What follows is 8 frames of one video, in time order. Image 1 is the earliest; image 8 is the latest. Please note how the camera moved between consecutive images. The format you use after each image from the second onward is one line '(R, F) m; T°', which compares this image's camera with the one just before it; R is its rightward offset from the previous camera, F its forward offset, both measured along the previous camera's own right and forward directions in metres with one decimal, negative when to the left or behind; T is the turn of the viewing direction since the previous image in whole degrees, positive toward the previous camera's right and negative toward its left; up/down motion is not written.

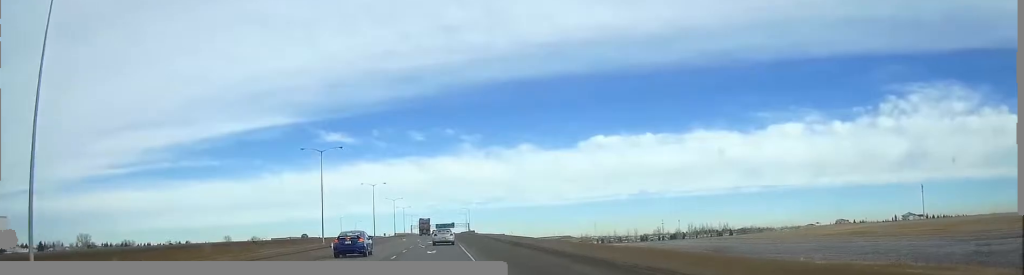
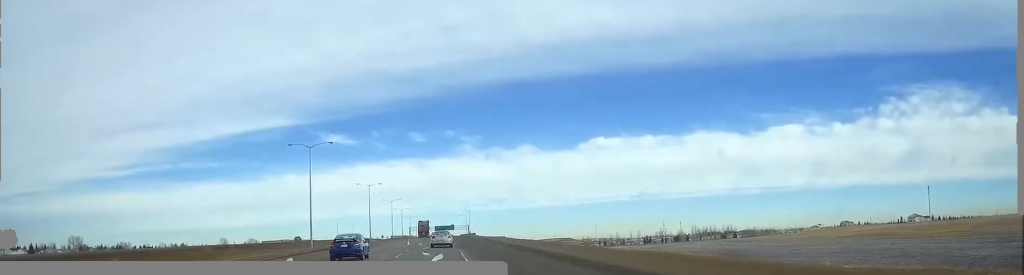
(0.0, +11.8) m; 0°
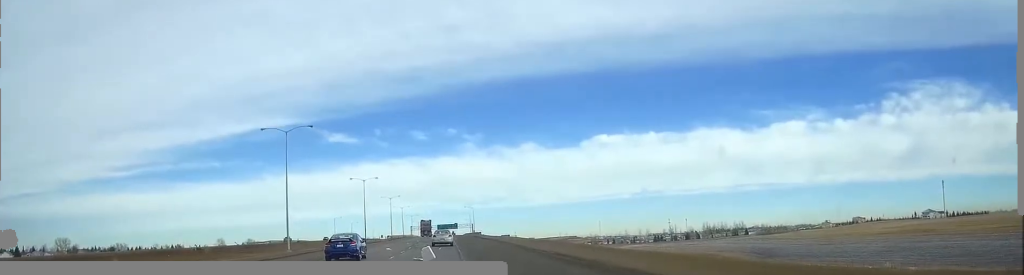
(0.0, +21.6) m; 0°
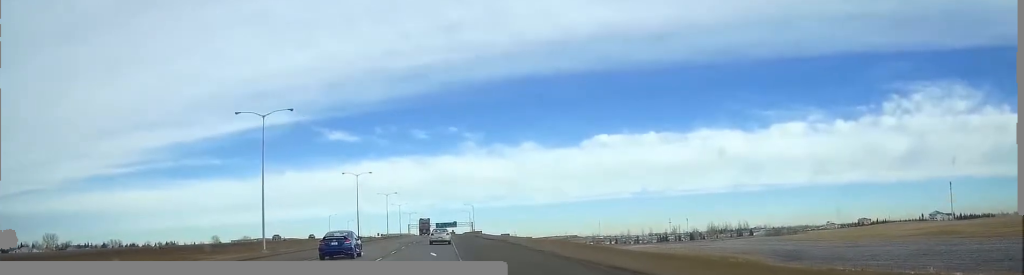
(+0.1, +14.3) m; 0°
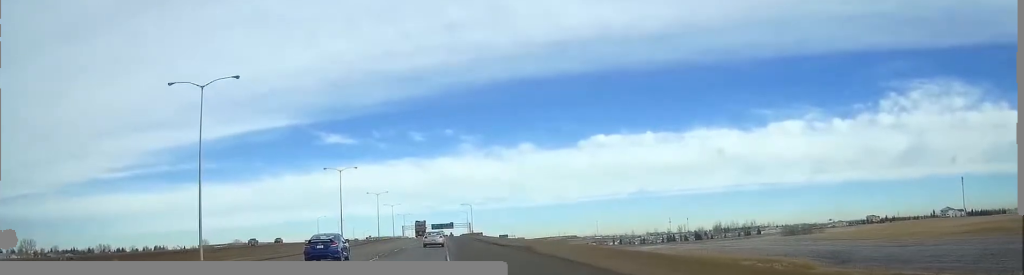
(-0.1, +24.8) m; 0°
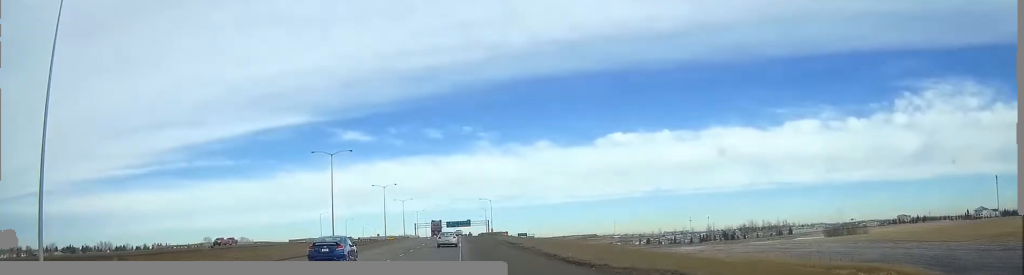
(0.0, +35.2) m; -1°
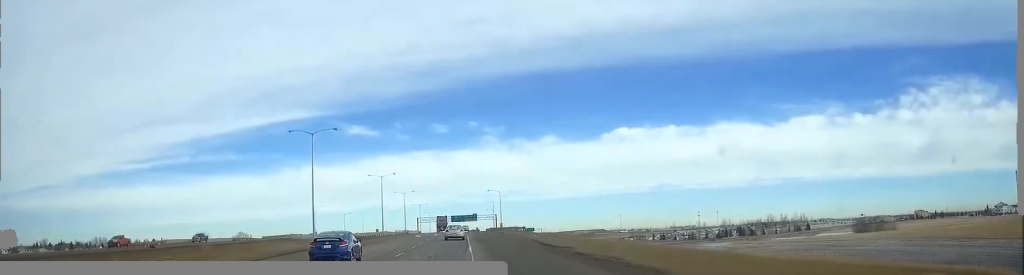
(-0.3, +25.5) m; -1°
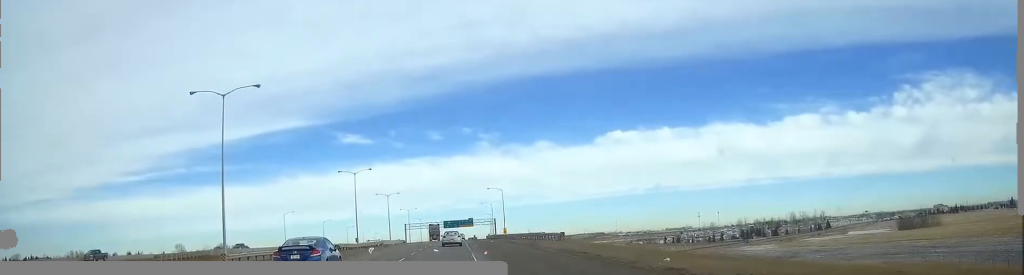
(-0.2, +44.8) m; 0°
